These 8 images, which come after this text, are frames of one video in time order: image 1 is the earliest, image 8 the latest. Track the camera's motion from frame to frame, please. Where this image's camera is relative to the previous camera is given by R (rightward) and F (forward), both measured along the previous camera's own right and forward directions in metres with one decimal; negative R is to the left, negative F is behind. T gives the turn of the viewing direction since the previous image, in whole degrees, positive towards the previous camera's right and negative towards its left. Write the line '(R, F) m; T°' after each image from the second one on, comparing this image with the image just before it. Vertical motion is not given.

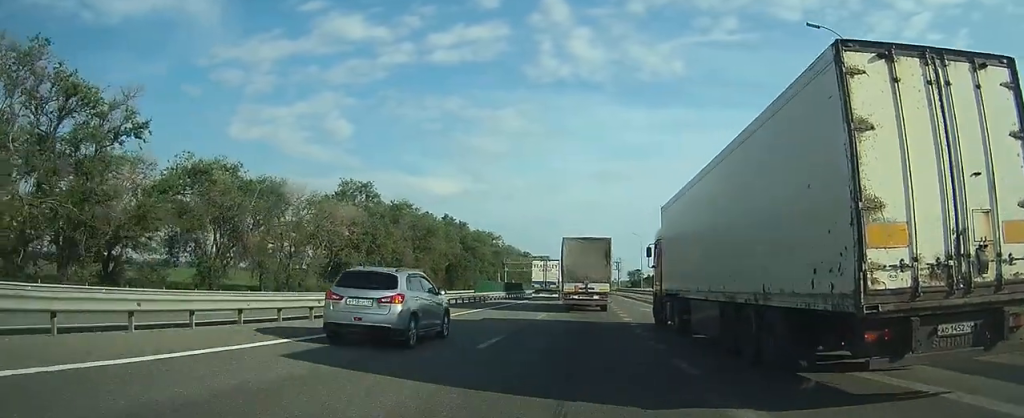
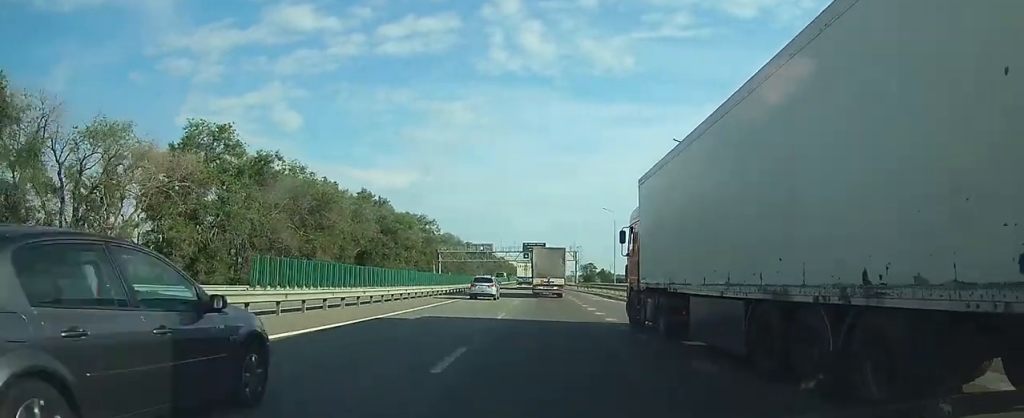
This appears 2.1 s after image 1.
(+0.7, +28.7) m; +3°
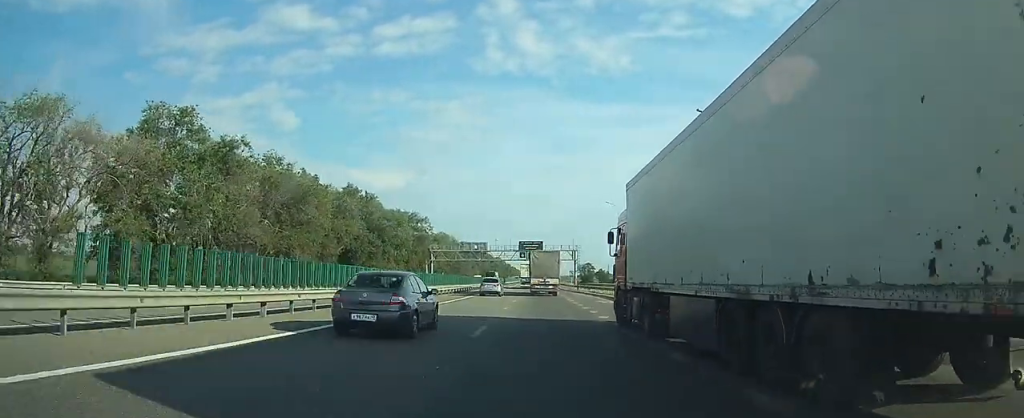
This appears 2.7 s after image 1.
(+0.1, +8.0) m; 0°
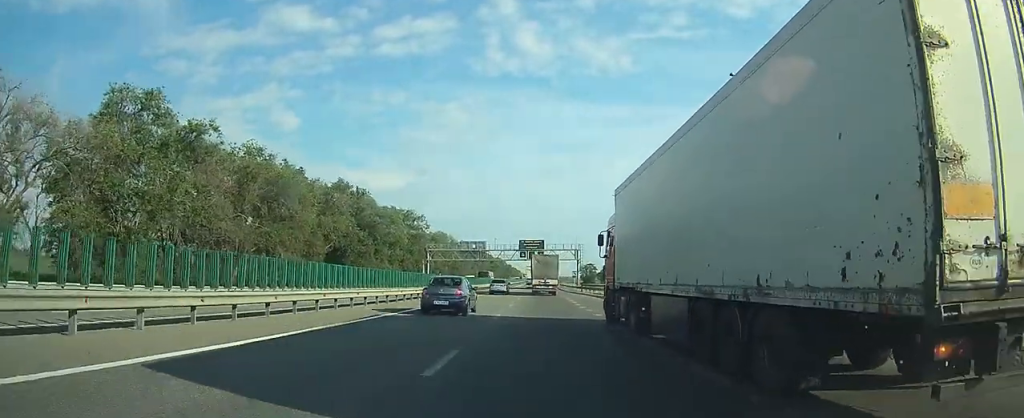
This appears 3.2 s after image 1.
(+0.1, +7.0) m; 0°
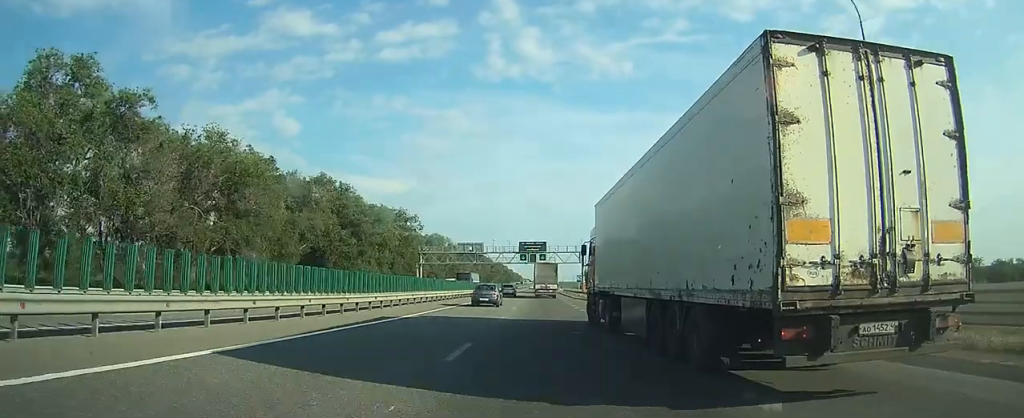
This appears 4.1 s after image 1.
(-0.1, +10.8) m; 0°
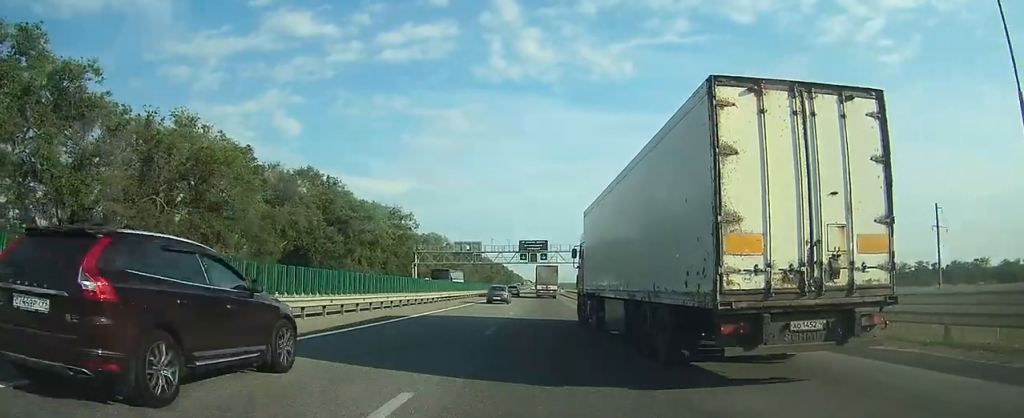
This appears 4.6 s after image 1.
(0.0, +6.4) m; 0°
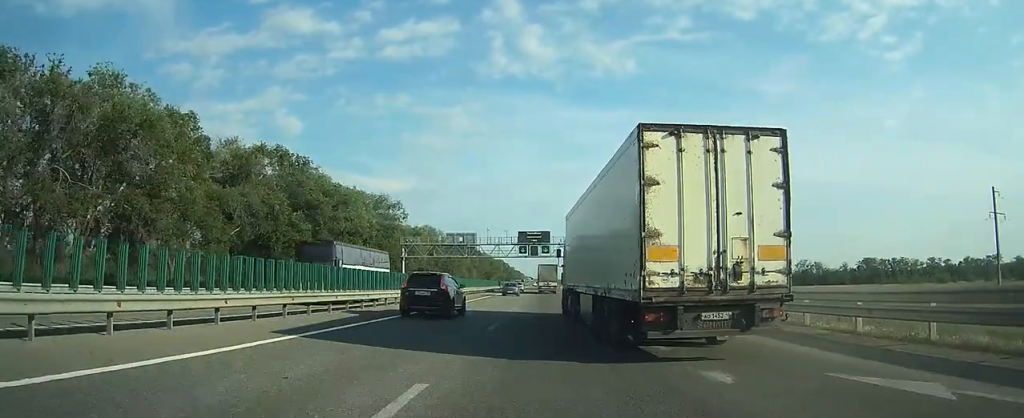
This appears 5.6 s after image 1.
(+0.1, +11.5) m; 0°
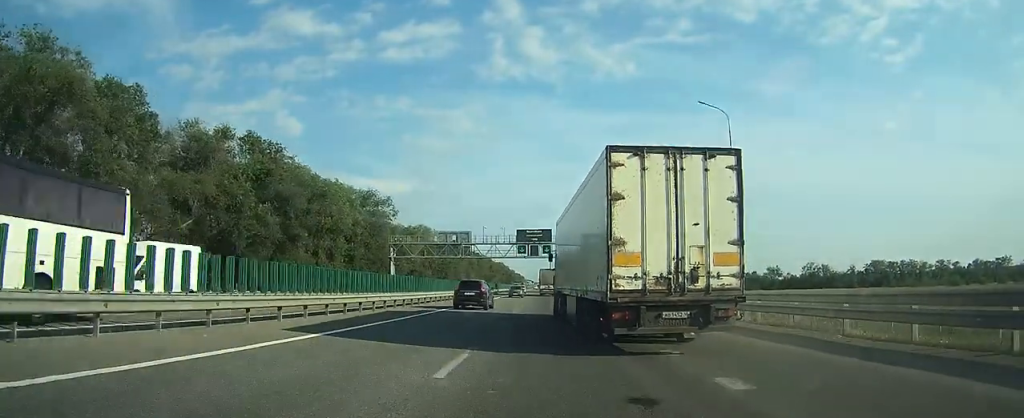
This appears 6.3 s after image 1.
(0.0, +8.0) m; 0°
